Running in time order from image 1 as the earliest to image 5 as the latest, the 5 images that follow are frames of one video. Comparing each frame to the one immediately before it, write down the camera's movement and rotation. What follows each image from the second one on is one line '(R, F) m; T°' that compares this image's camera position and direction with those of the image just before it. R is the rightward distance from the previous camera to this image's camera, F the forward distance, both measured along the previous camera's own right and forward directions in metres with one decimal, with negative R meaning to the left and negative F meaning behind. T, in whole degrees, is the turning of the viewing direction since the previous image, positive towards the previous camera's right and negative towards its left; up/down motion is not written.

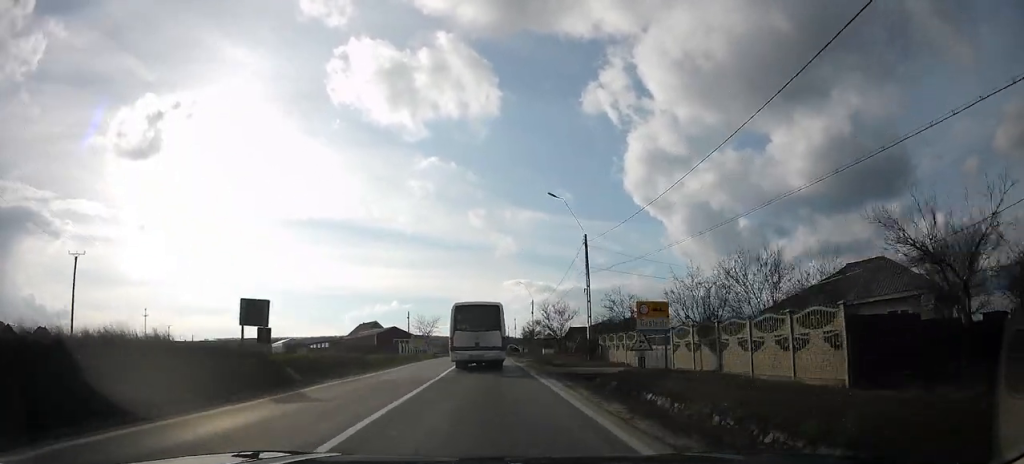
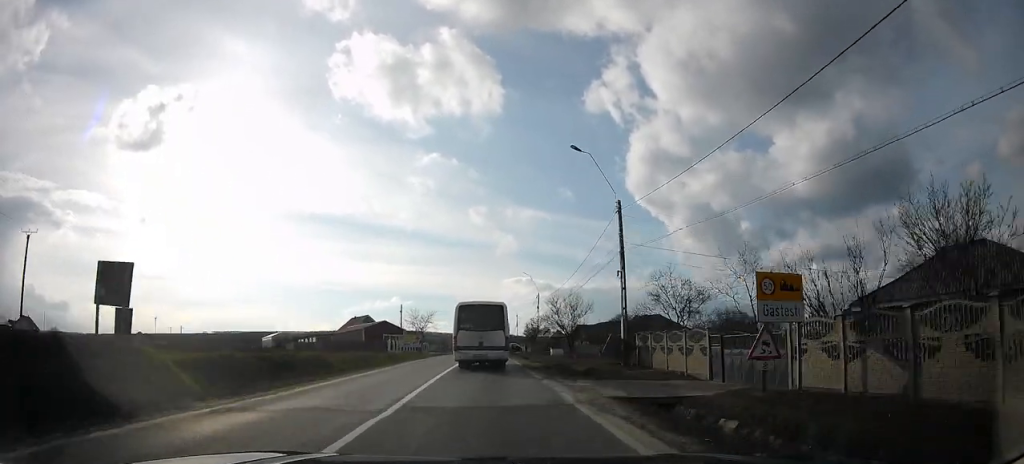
(-0.1, +8.3) m; 0°
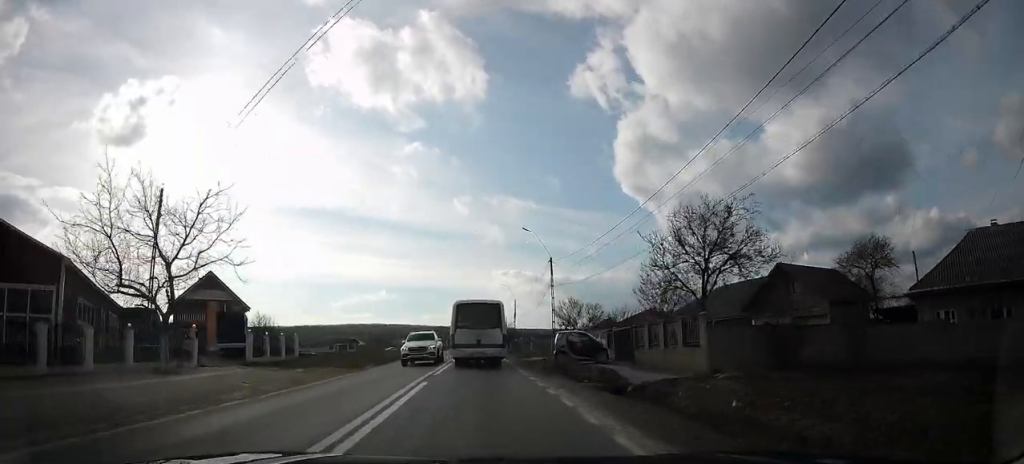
(+2.4, +67.3) m; +5°
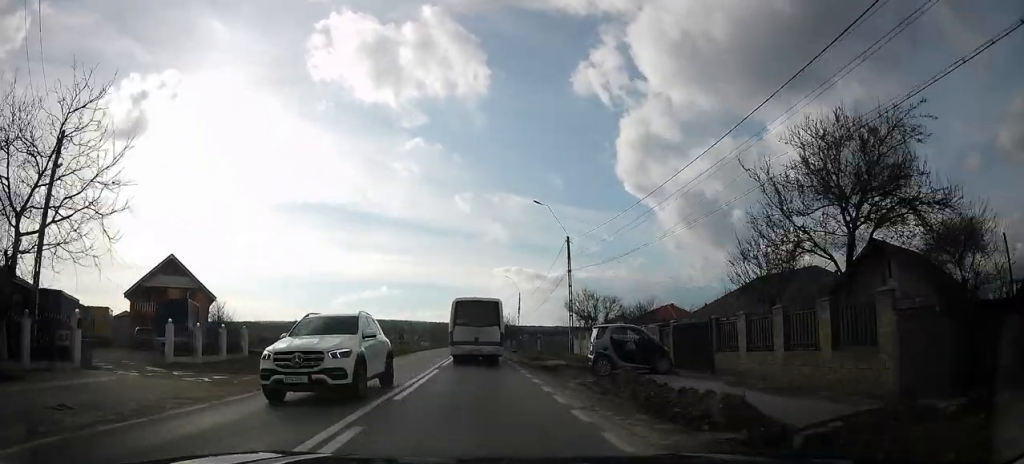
(+0.1, +7.8) m; -1°
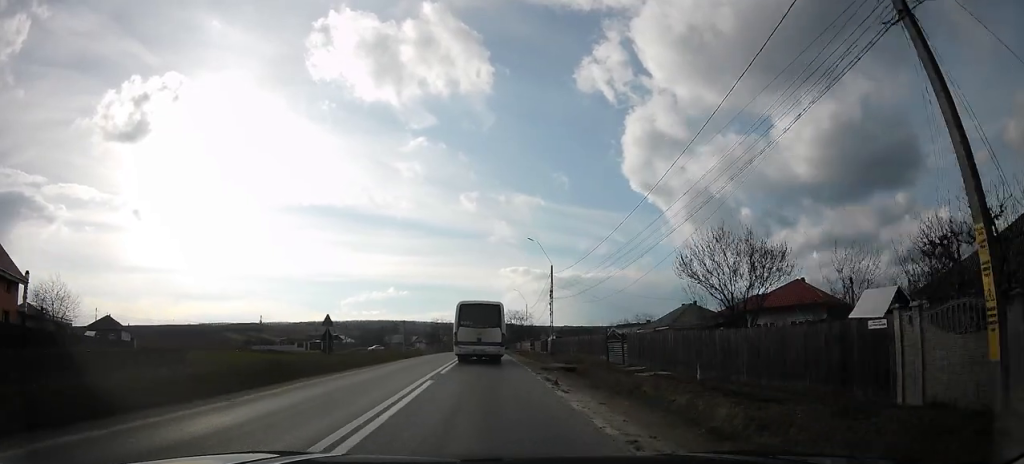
(-1.0, +28.7) m; +2°
